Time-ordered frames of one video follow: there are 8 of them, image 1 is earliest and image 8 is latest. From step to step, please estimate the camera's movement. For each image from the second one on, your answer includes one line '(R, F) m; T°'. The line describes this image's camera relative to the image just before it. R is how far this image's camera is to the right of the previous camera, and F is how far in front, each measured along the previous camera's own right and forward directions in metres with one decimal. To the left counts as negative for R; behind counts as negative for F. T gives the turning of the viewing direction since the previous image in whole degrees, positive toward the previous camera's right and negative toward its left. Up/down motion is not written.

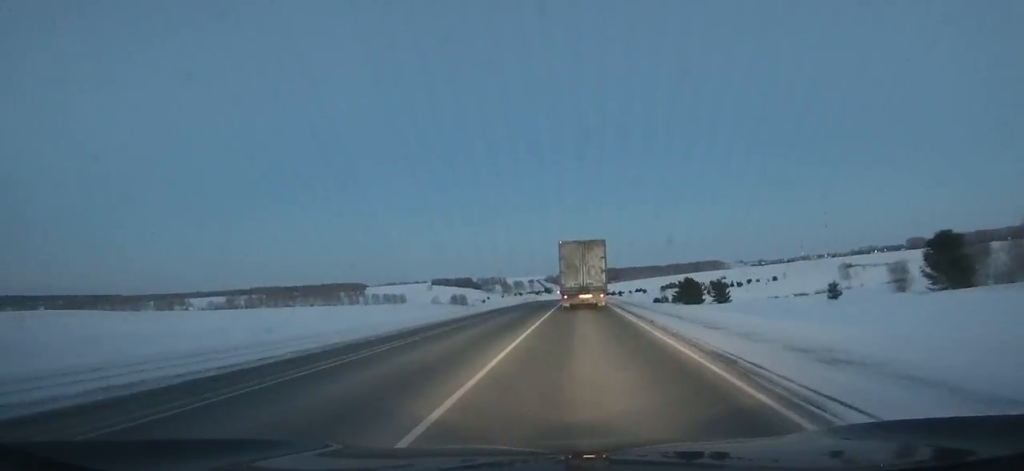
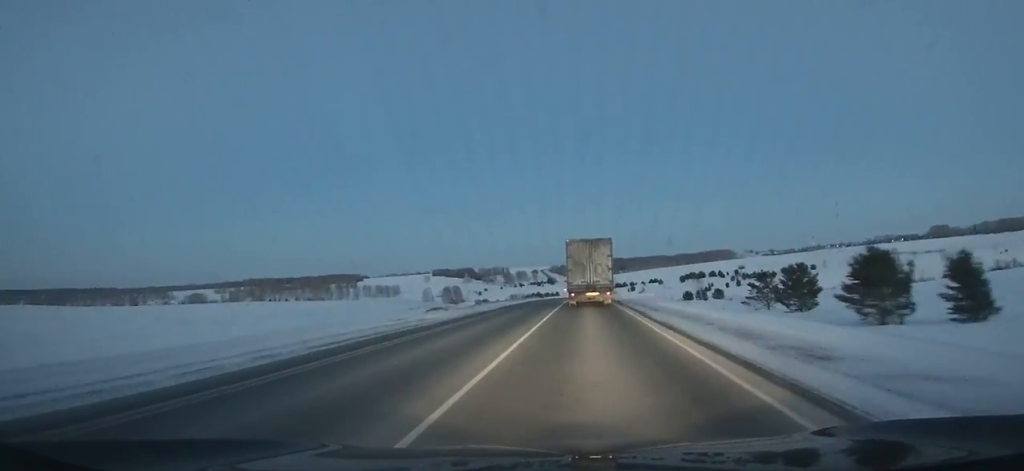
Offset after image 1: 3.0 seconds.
(+0.2, +68.2) m; 0°
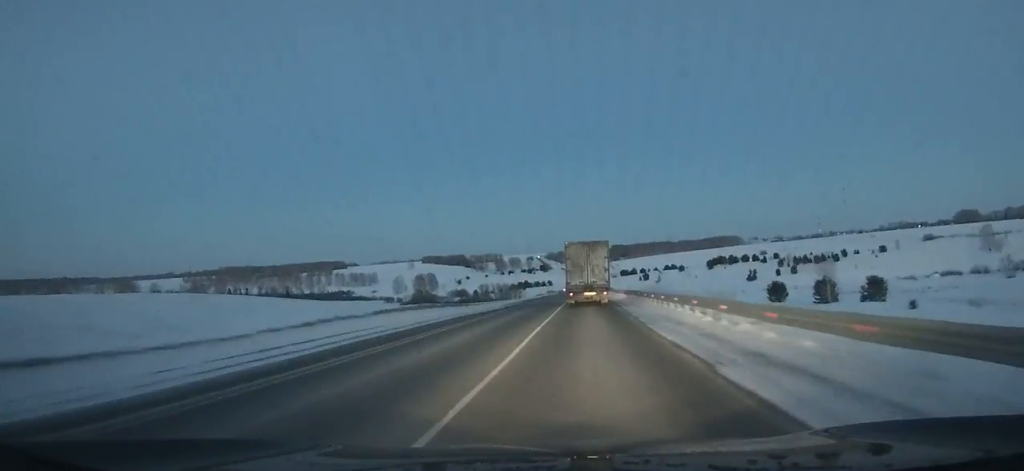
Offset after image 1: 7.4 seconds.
(-0.3, +102.6) m; 0°
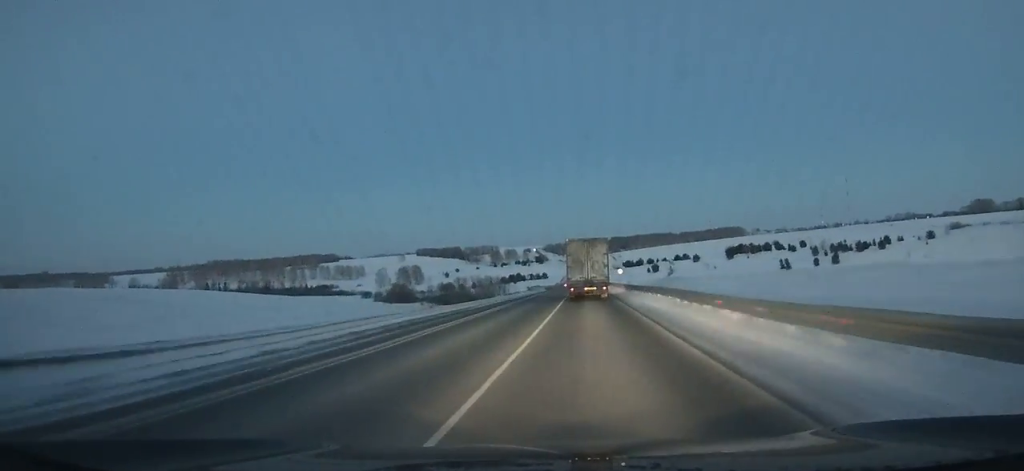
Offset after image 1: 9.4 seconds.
(0.0, +48.7) m; 0°
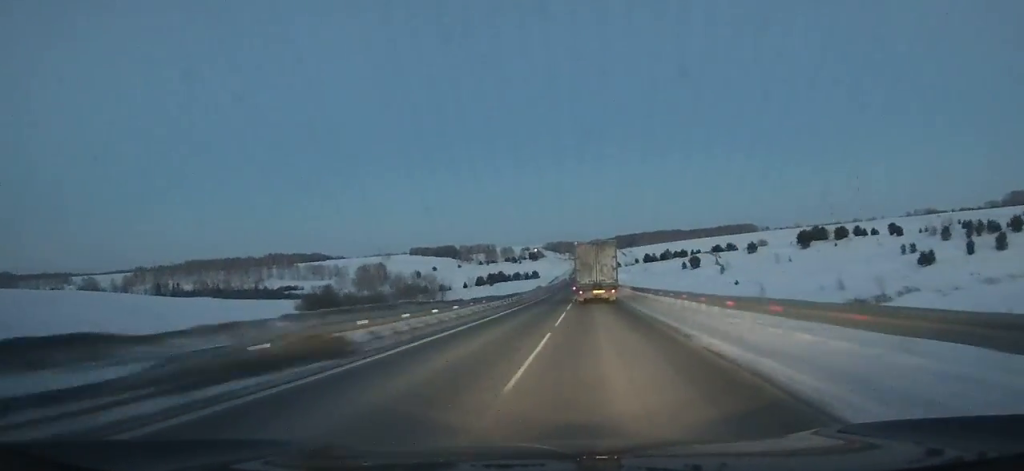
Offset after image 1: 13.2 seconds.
(+0.3, +95.7) m; +1°
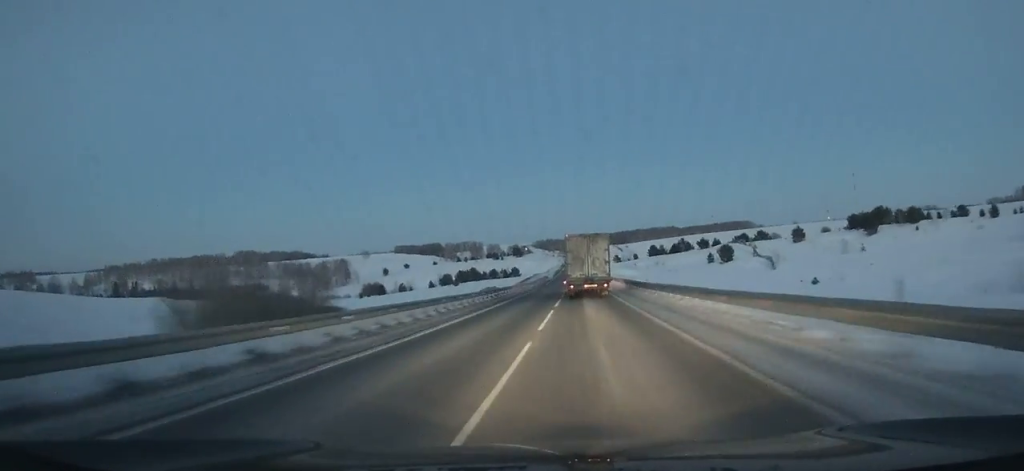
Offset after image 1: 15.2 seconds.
(+0.3, +52.6) m; 0°
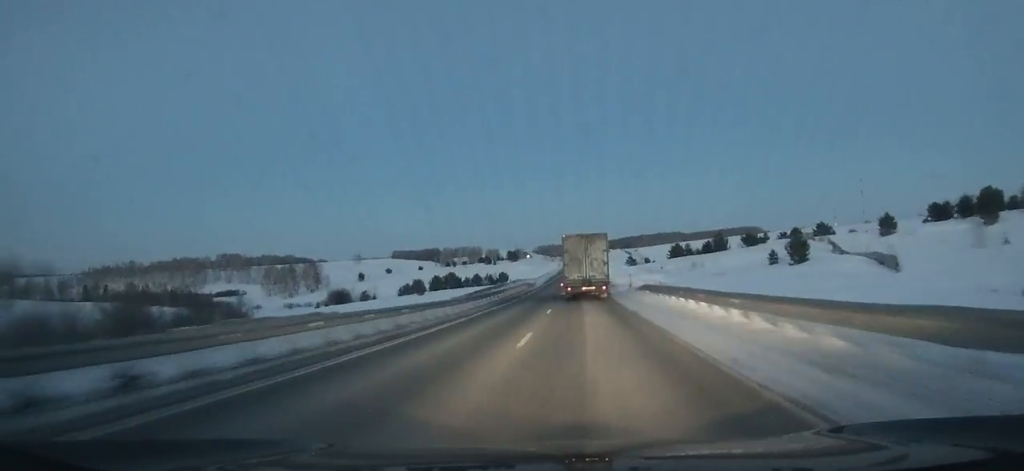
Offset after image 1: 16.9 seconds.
(+0.1, +45.1) m; 0°
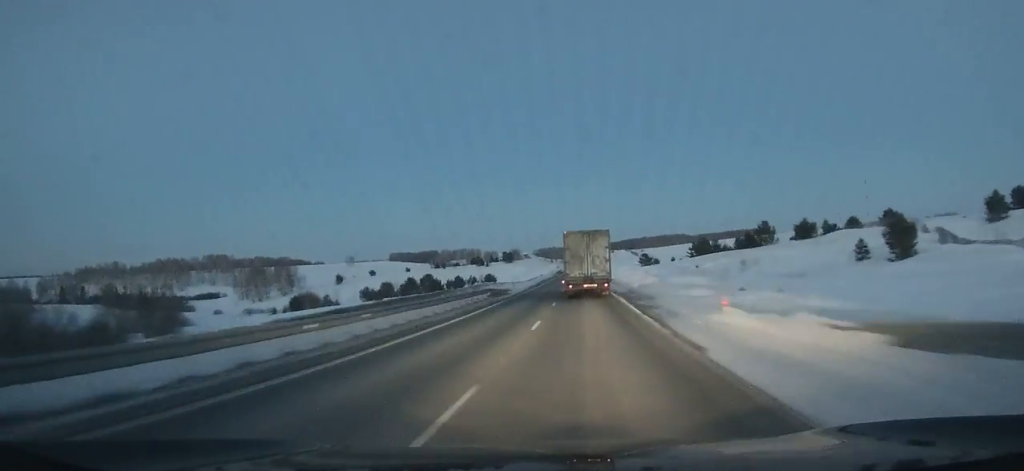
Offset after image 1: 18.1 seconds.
(0.0, +32.2) m; 0°
